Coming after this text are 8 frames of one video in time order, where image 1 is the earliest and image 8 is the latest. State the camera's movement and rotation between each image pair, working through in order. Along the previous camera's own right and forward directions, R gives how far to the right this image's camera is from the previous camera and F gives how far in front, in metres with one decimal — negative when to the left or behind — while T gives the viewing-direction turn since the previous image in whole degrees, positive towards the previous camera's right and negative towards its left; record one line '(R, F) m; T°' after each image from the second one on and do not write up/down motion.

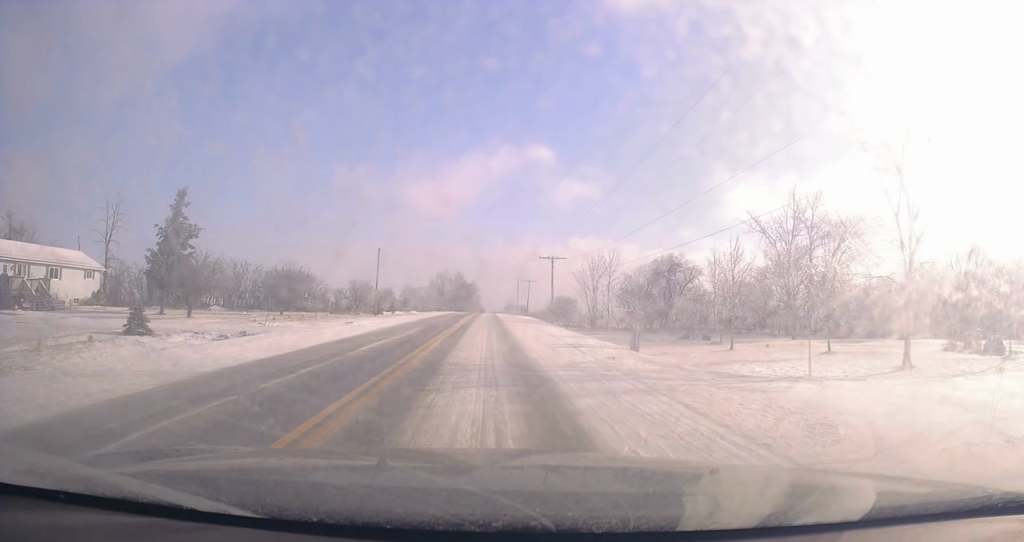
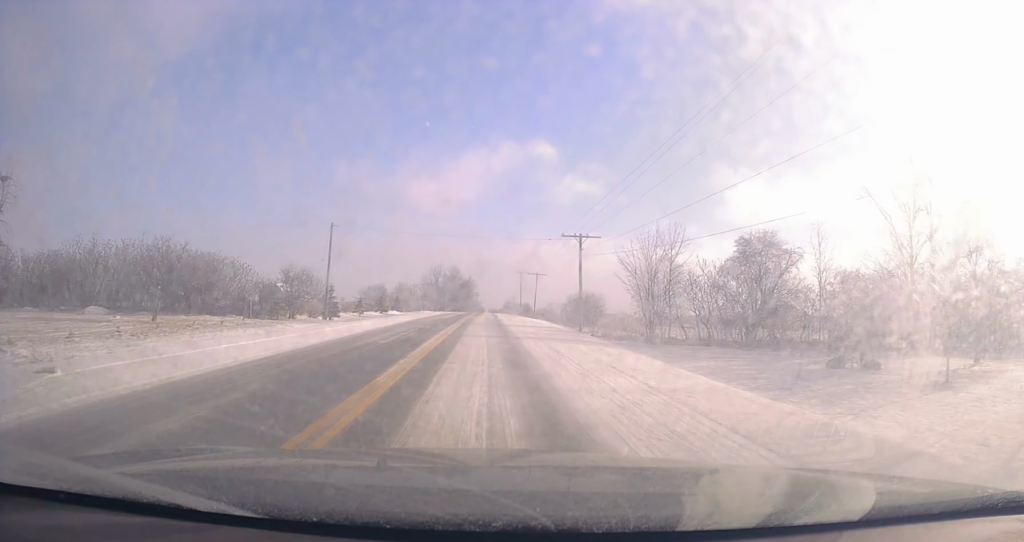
(+0.4, +19.9) m; 0°
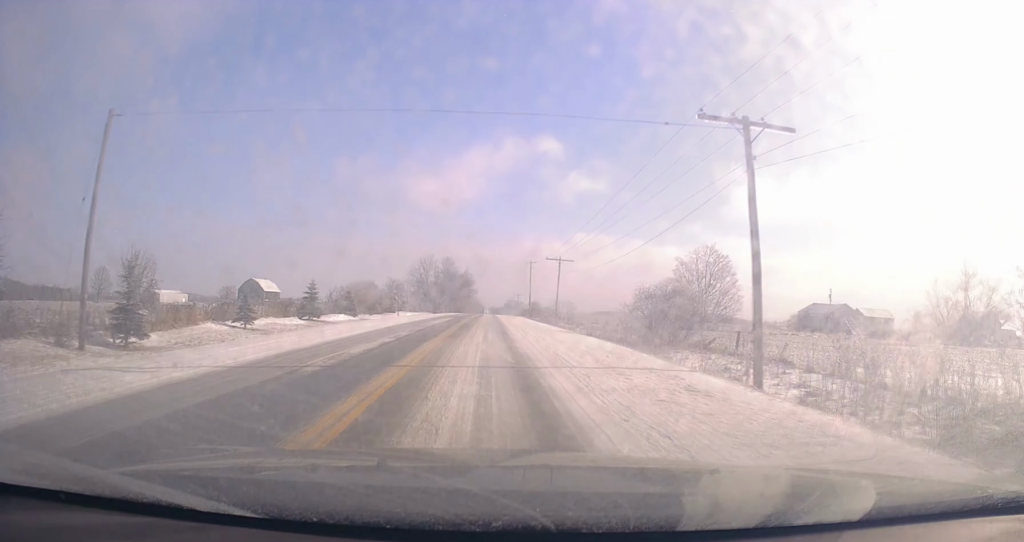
(-0.1, +29.6) m; 0°
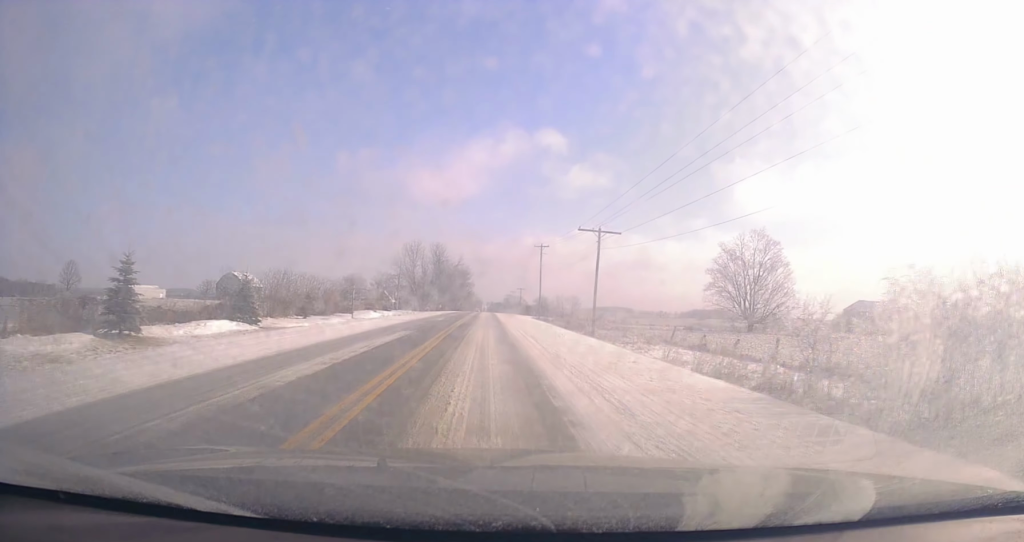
(-0.1, +24.2) m; 0°
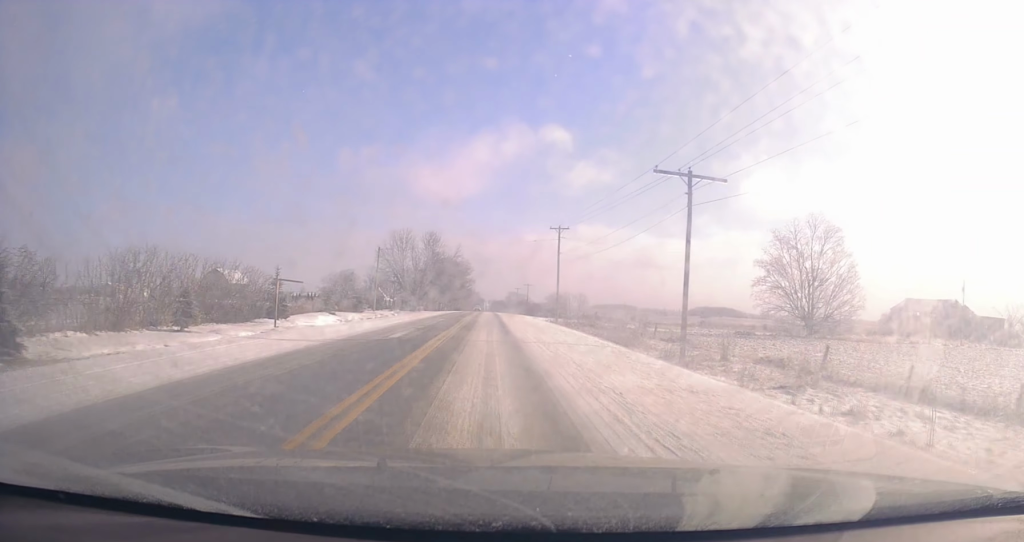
(+0.3, +18.5) m; 0°
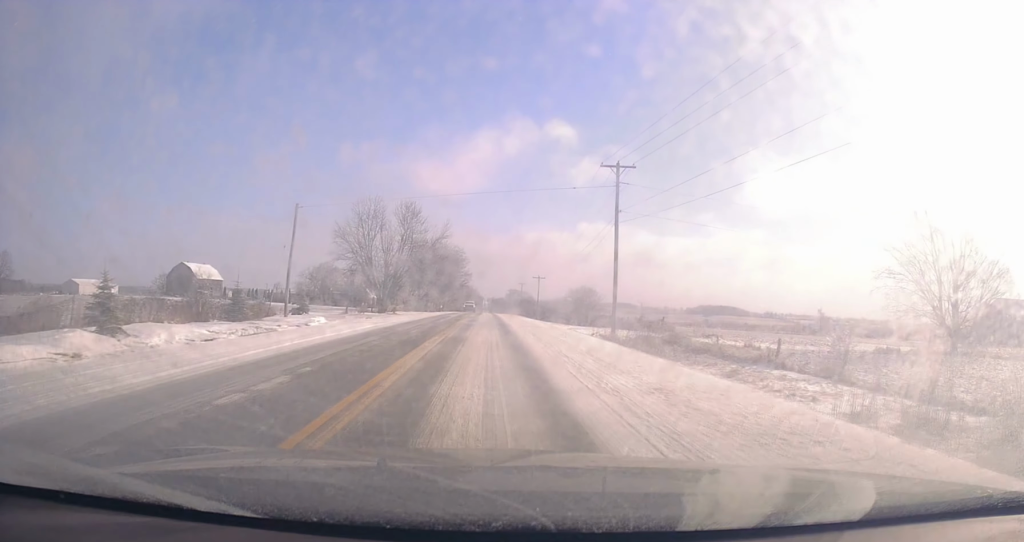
(-0.5, +28.9) m; -1°
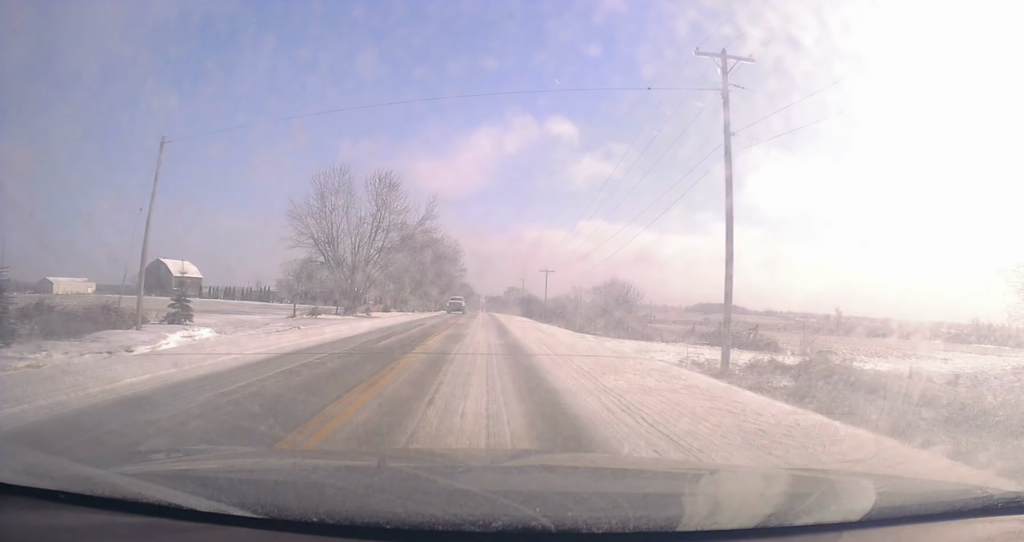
(+0.1, +17.3) m; +1°
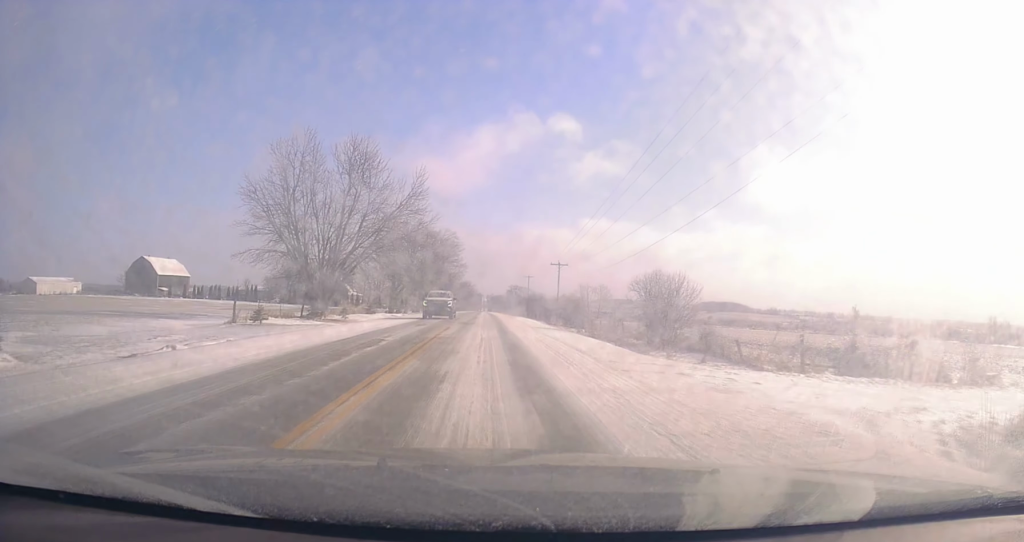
(0.0, +11.6) m; 0°
